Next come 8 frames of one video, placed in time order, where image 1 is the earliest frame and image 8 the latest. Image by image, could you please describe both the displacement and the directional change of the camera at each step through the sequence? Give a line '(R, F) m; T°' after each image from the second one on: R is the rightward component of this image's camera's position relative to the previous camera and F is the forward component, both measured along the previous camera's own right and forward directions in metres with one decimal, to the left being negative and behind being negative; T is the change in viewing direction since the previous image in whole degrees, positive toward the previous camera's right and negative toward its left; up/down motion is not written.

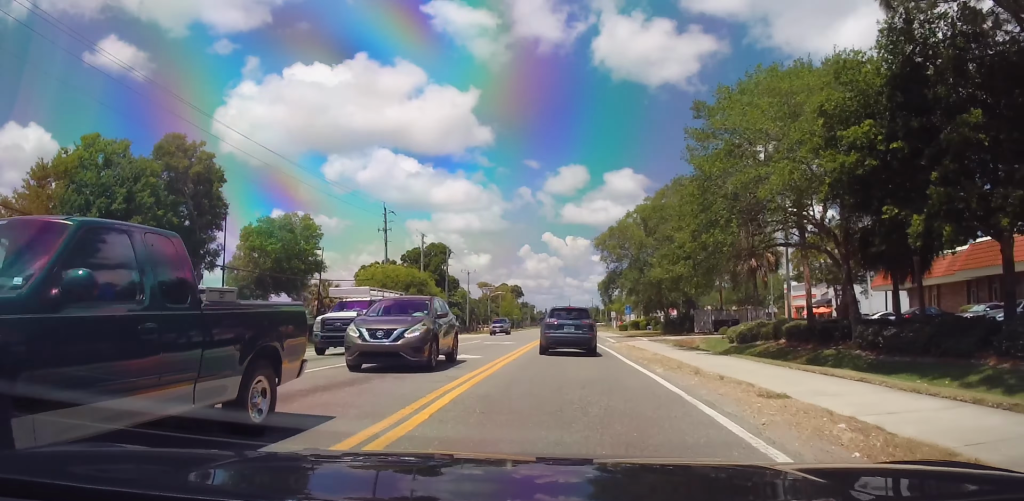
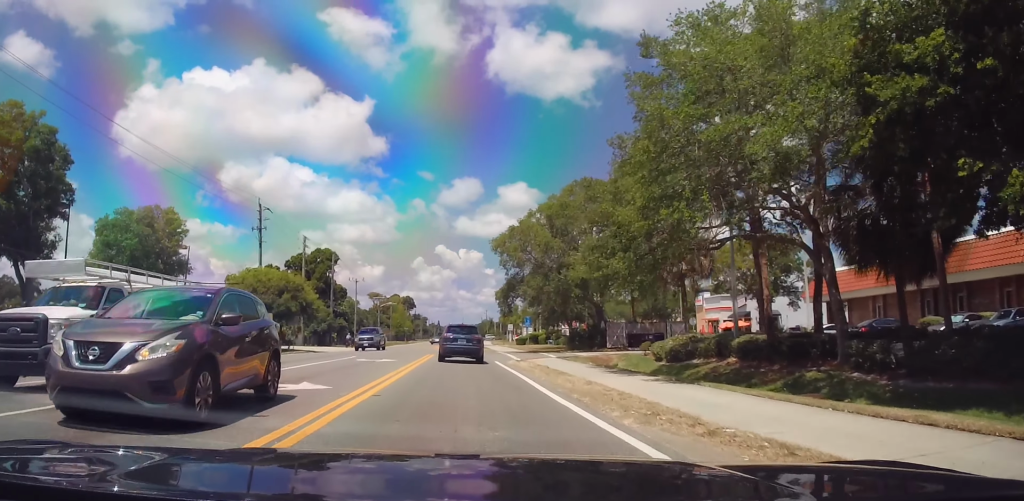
(+0.7, +6.4) m; +4°
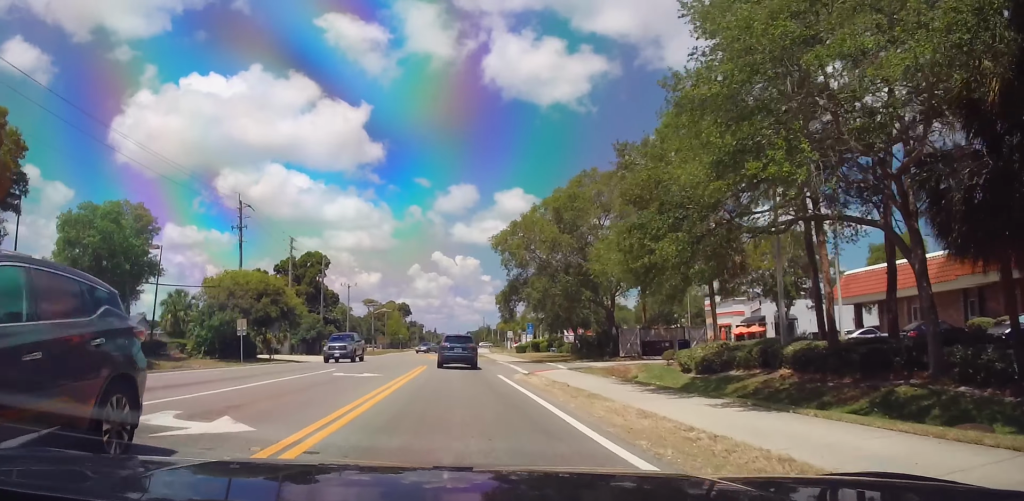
(-0.4, +4.1) m; +1°
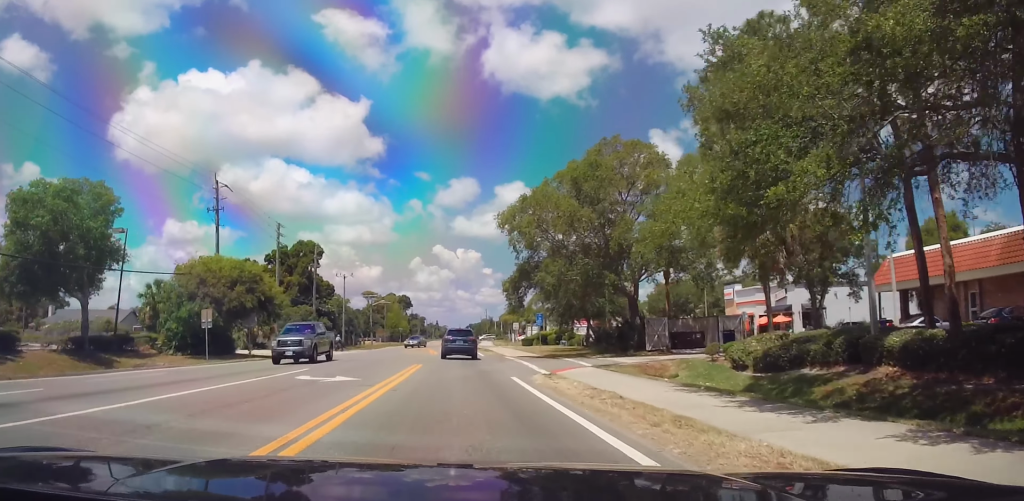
(+0.4, +5.2) m; +3°
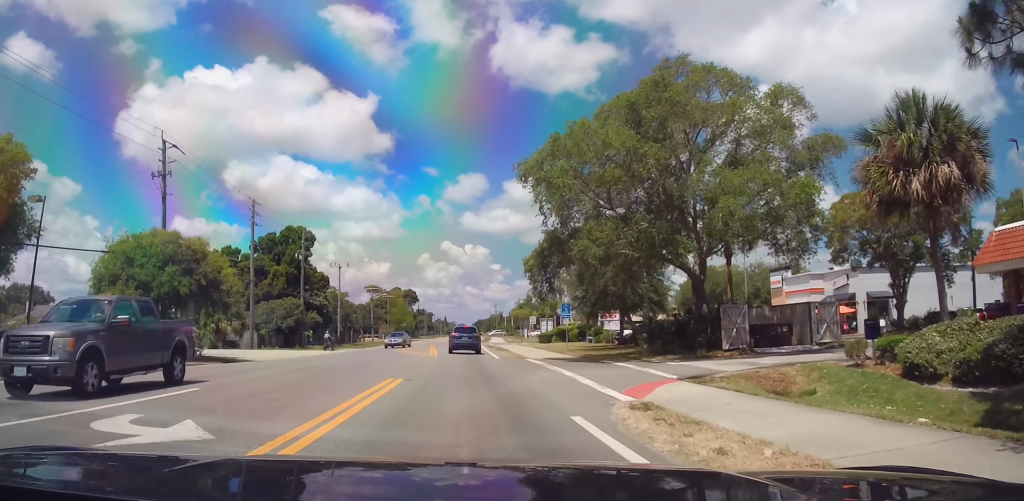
(+0.2, +9.5) m; +2°
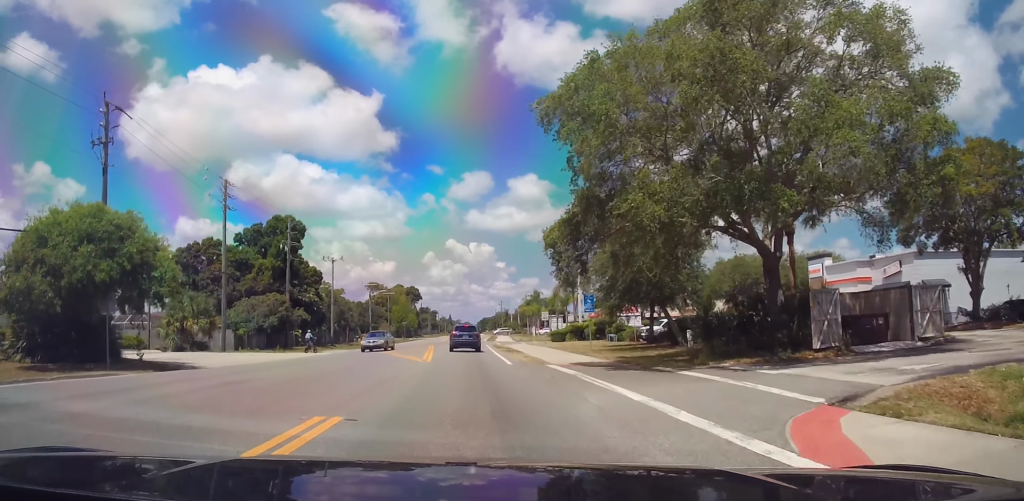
(0.0, +6.9) m; -2°
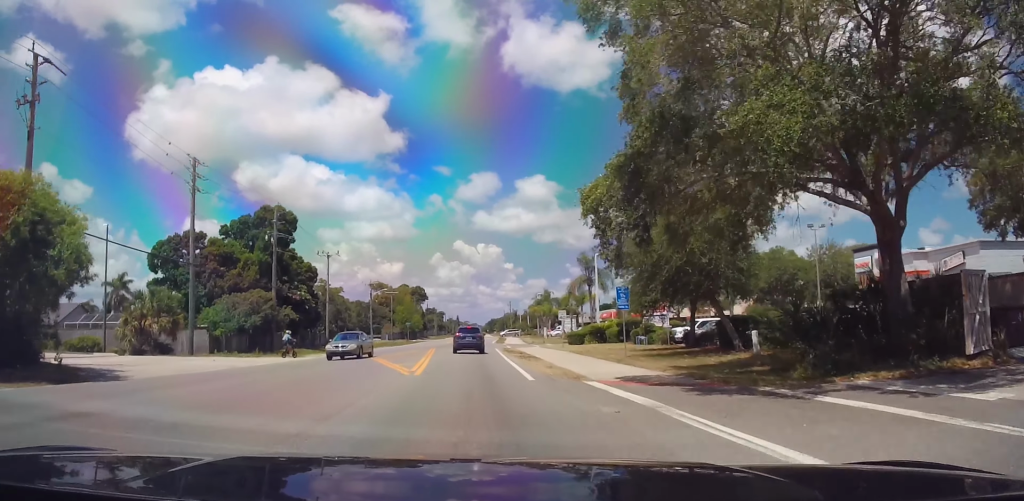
(0.0, +6.4) m; -1°
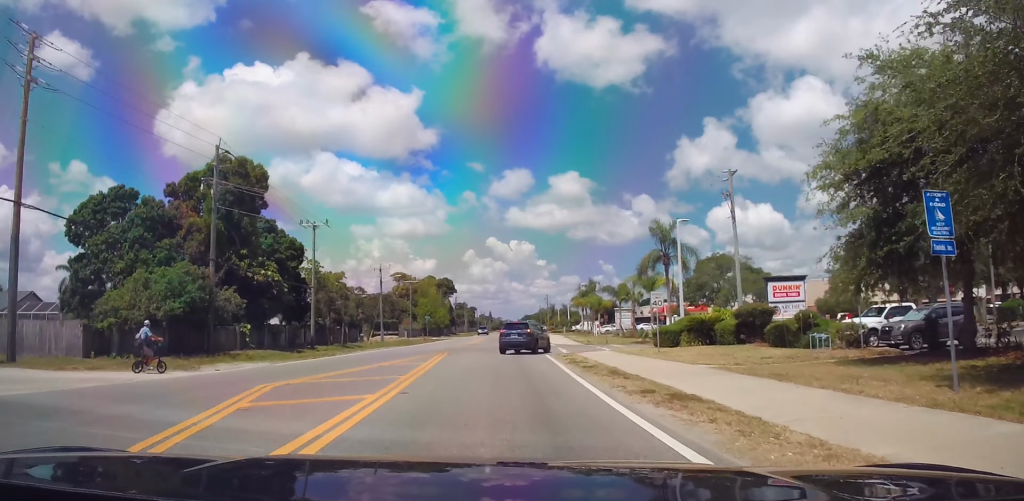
(+0.1, +19.1) m; +1°
